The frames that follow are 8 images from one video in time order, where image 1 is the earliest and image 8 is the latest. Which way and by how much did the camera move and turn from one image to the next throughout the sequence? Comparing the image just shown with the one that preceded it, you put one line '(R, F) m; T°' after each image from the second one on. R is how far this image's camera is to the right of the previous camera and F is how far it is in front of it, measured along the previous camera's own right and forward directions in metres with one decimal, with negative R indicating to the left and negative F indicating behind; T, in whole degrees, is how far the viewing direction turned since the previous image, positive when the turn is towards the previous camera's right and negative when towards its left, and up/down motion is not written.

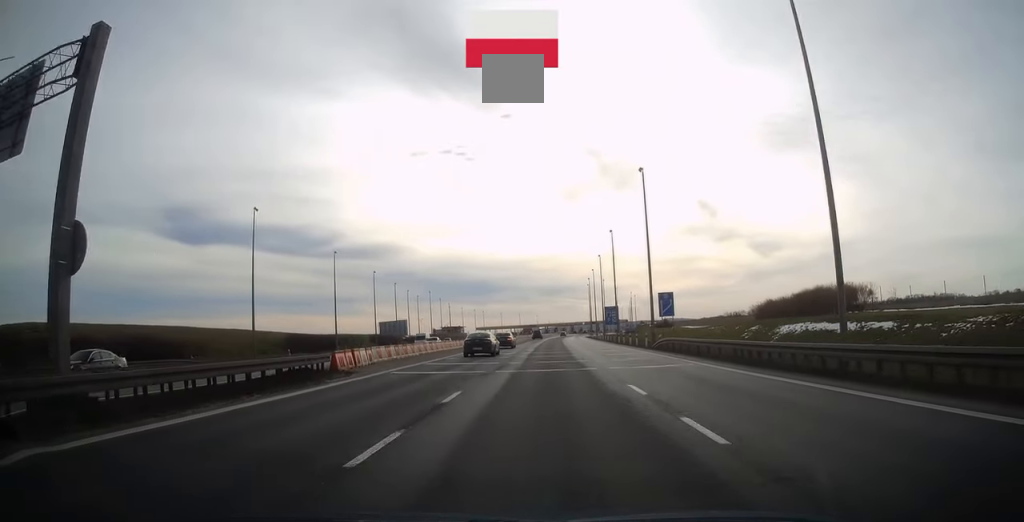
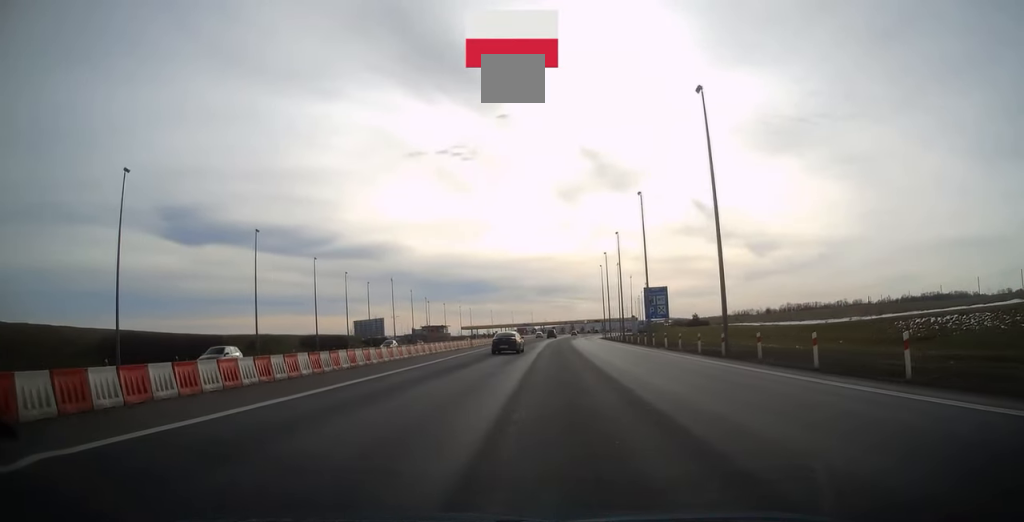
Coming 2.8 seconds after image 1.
(+0.1, +47.7) m; 0°
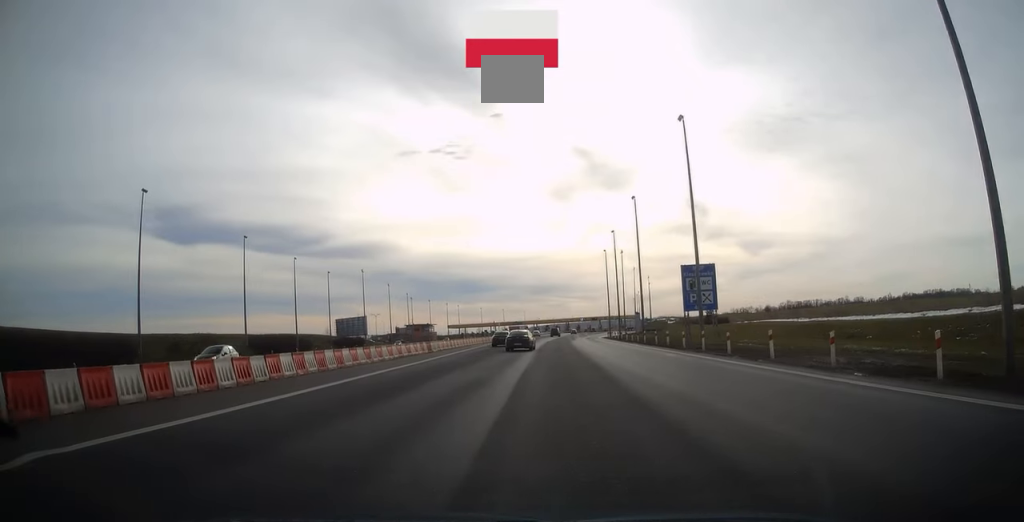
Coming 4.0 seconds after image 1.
(0.0, +20.9) m; 0°
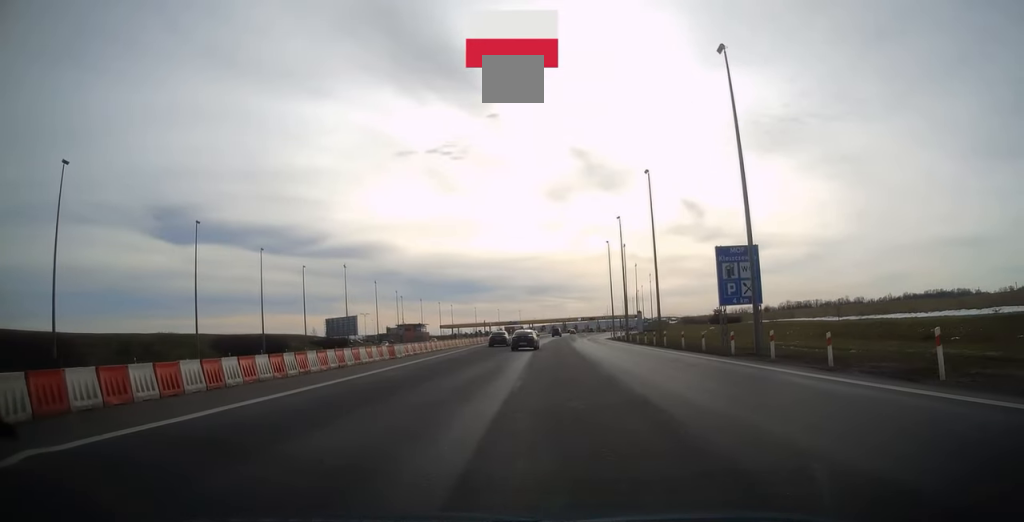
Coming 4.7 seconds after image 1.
(0.0, +10.1) m; 0°
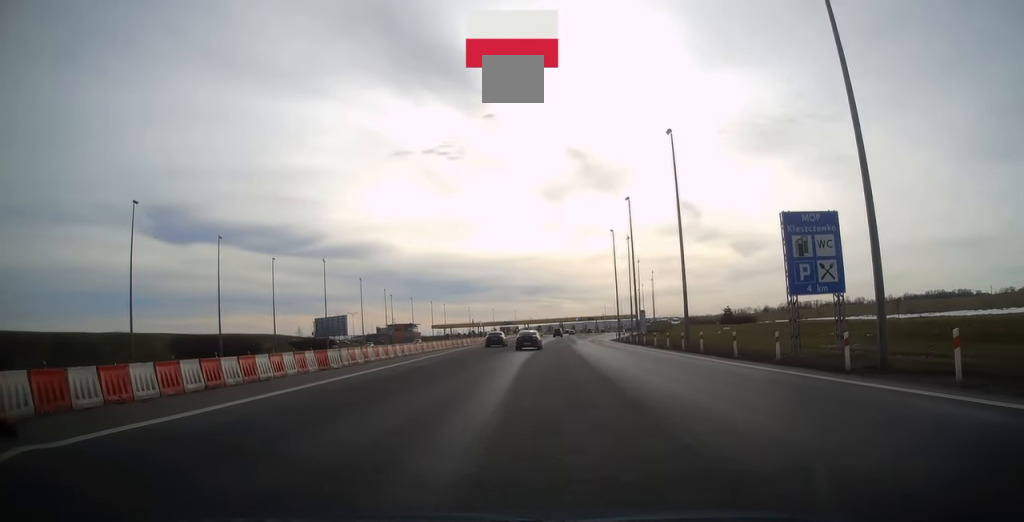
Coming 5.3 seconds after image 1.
(0.0, +10.6) m; +1°
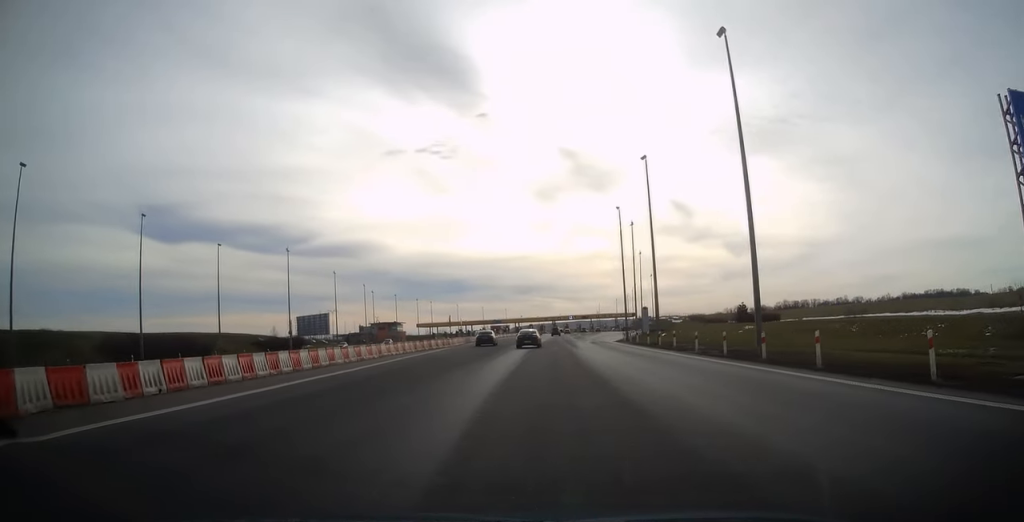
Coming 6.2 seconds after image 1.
(+0.1, +14.5) m; +1°
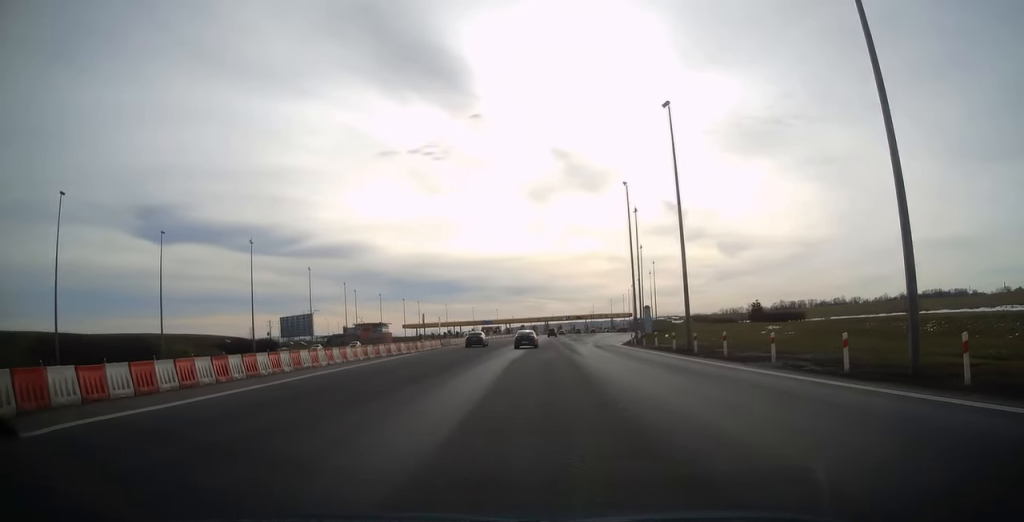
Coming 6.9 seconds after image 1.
(0.0, +11.6) m; +1°
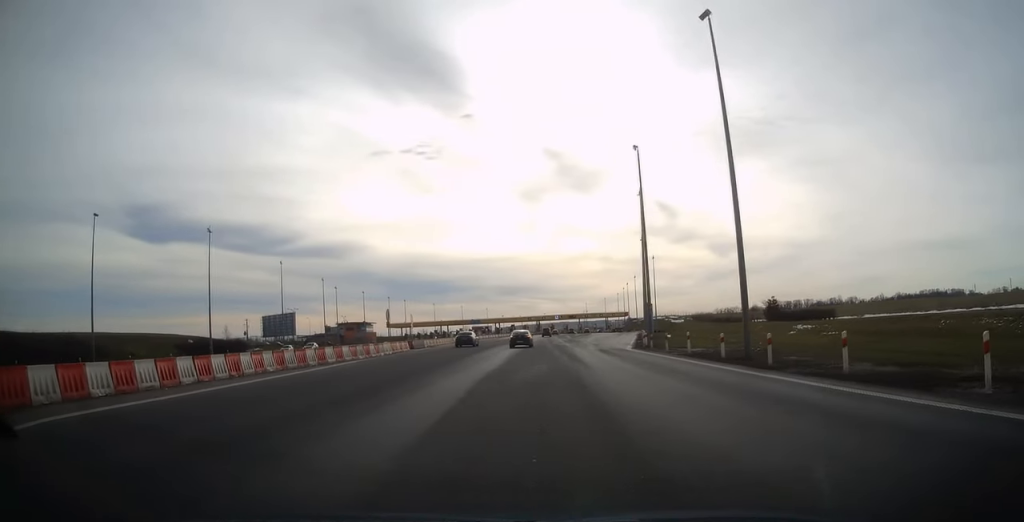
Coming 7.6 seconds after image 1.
(+0.1, +11.0) m; +1°
